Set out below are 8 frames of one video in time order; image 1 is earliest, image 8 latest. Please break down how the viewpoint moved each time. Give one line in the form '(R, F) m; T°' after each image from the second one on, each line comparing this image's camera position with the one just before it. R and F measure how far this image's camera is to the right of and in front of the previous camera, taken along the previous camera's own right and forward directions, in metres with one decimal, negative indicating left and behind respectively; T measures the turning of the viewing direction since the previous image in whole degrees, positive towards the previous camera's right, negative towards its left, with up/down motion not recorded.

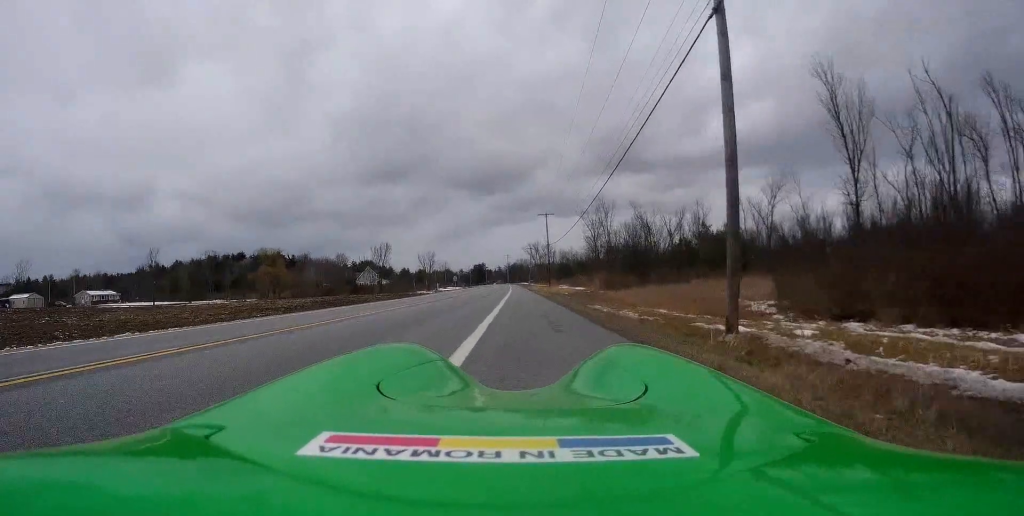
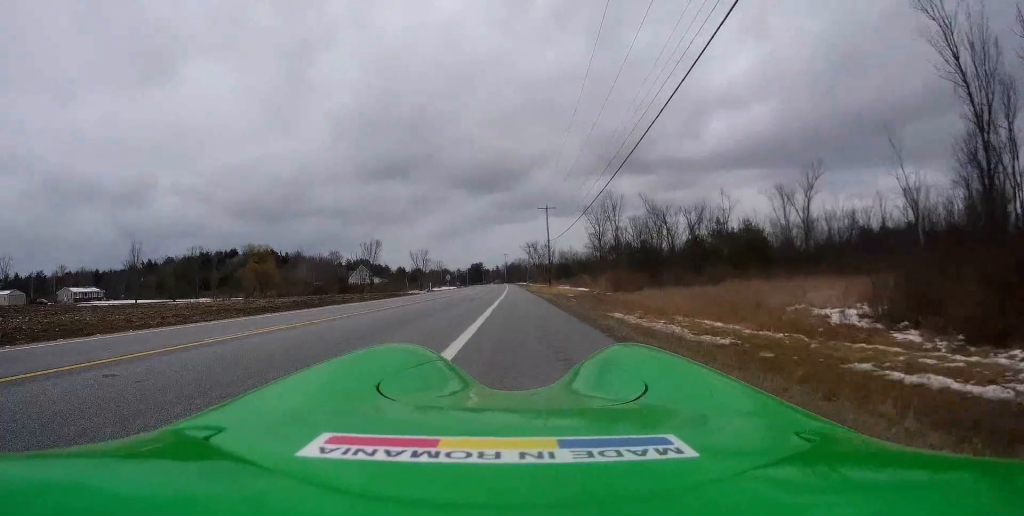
(+0.2, +8.1) m; 0°
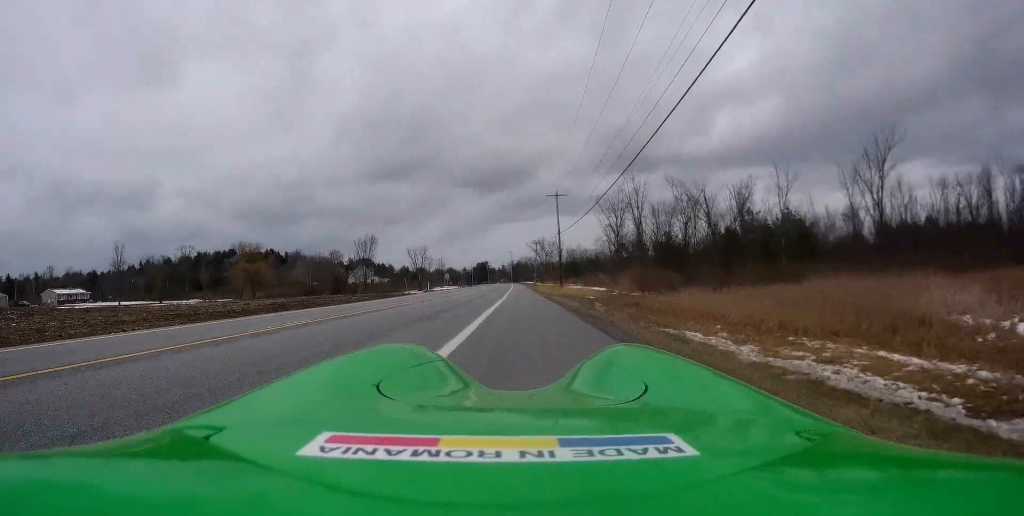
(+0.2, +10.6) m; 0°
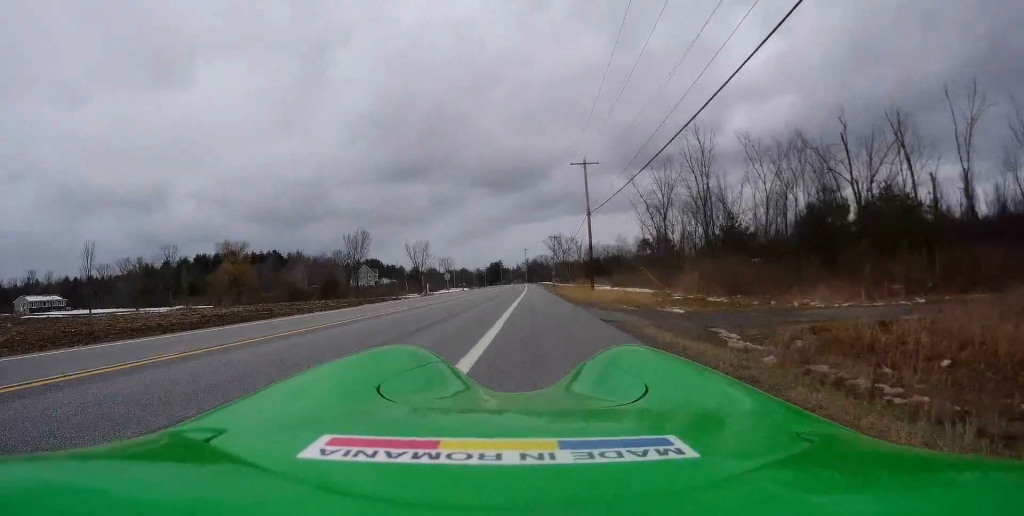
(-0.4, +18.1) m; -1°
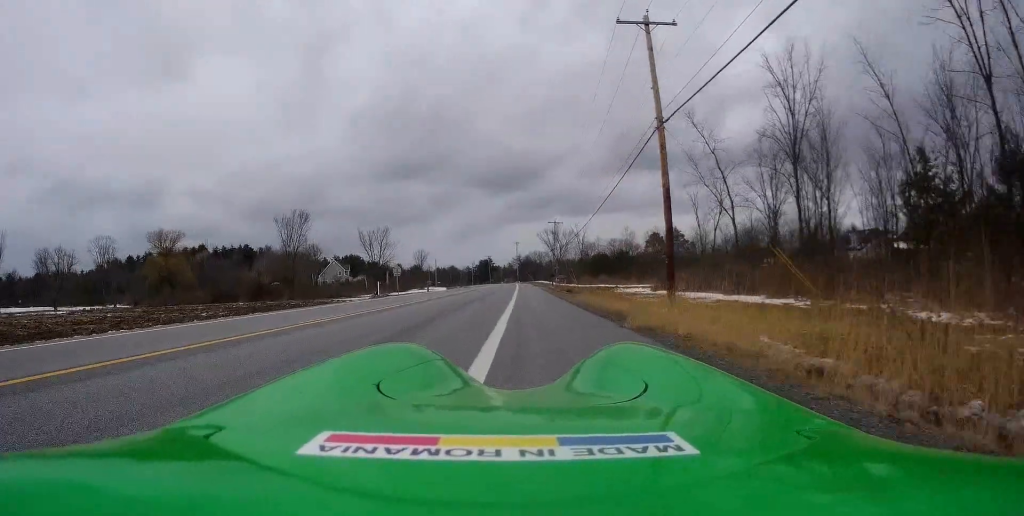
(0.0, +28.6) m; 0°
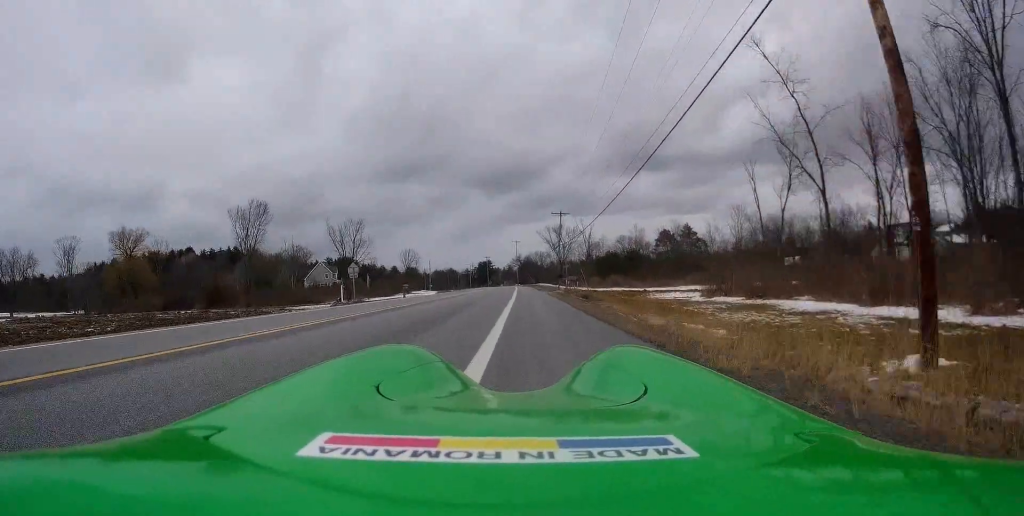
(-0.1, +14.3) m; -1°
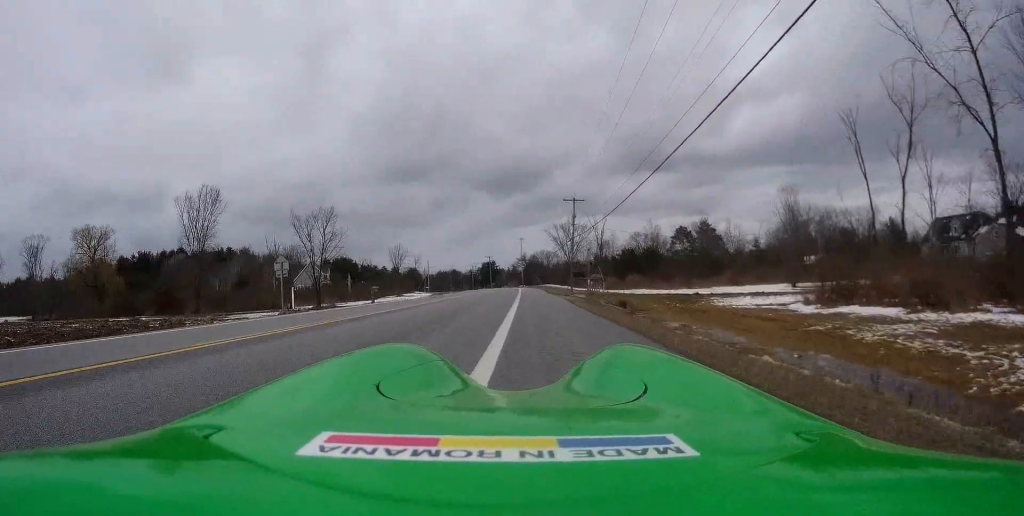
(0.0, +13.5) m; +1°
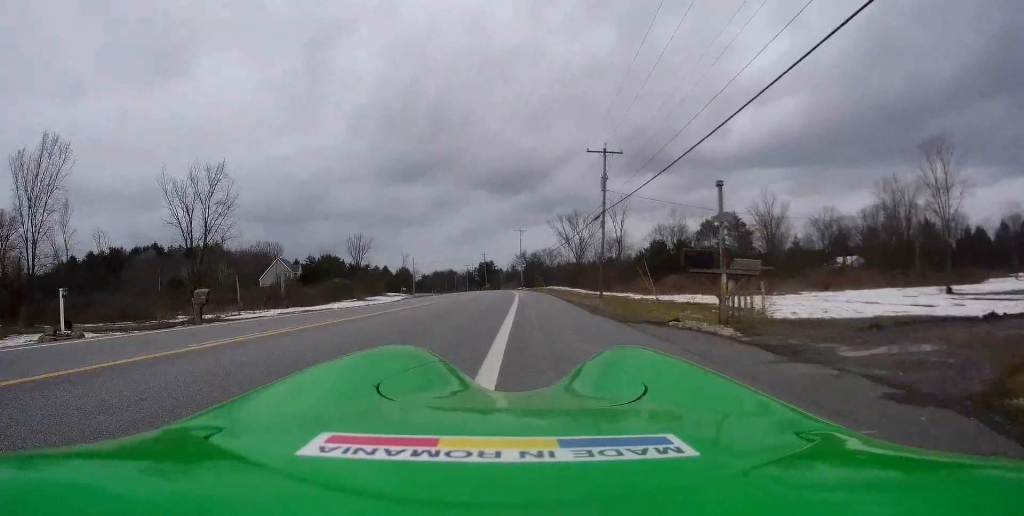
(+0.1, +24.0) m; 0°
